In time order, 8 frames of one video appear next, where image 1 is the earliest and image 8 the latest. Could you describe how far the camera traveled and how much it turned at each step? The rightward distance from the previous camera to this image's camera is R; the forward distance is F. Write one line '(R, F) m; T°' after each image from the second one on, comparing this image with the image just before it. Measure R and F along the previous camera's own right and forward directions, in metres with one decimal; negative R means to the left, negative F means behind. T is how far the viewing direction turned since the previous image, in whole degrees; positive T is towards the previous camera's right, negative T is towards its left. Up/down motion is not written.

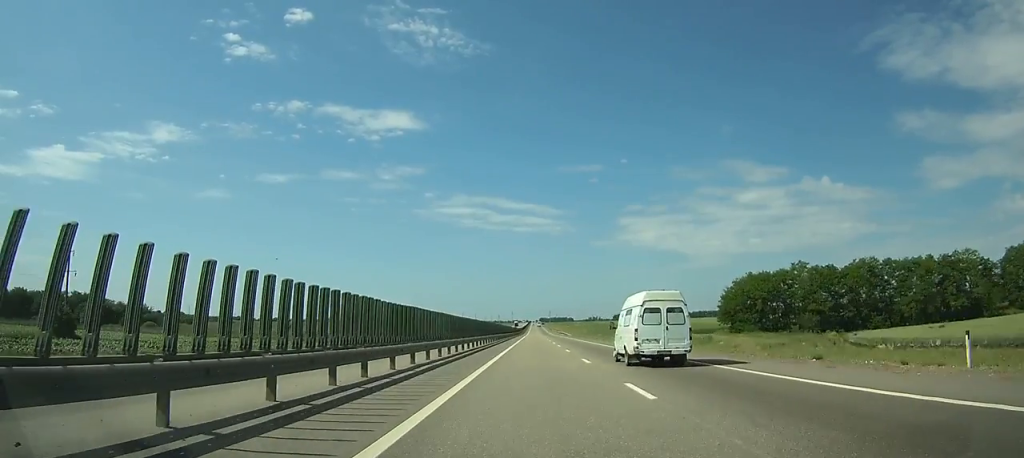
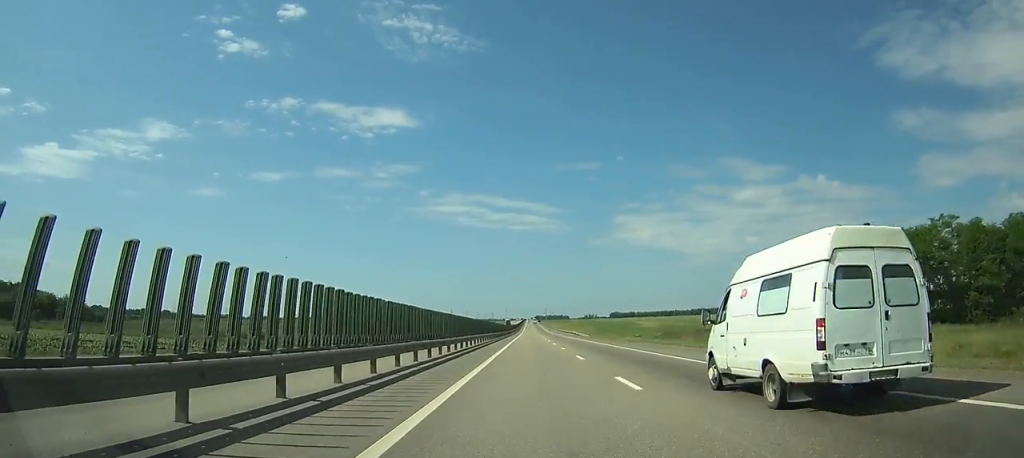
(+0.1, +47.1) m; 0°
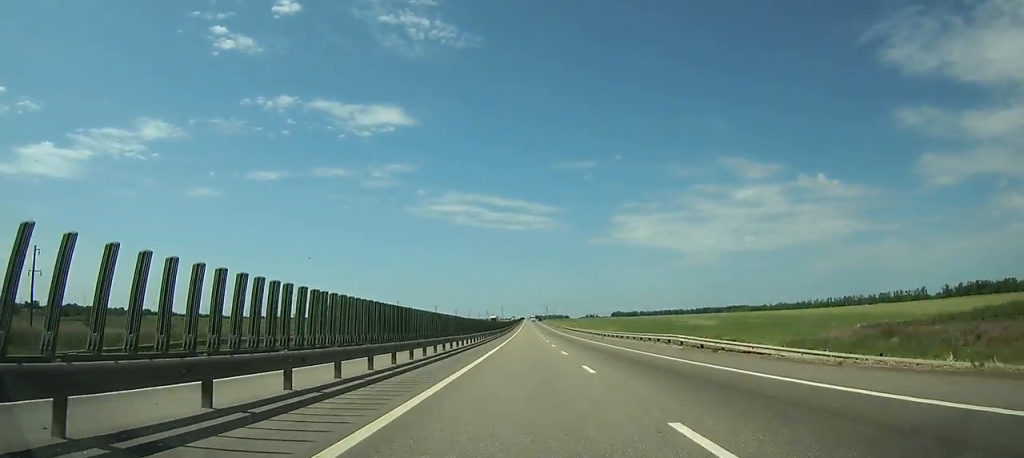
(+0.2, +78.3) m; 0°
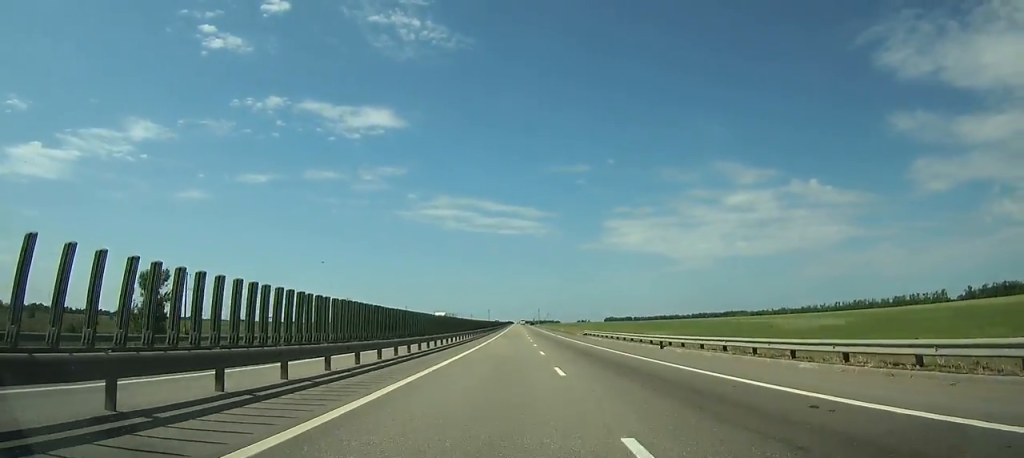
(+0.2, +71.0) m; 0°
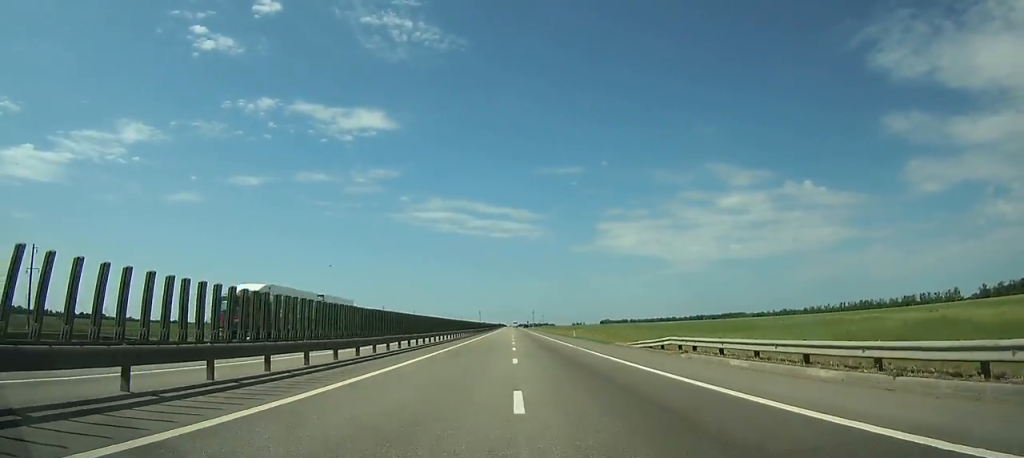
(+0.1, +40.0) m; 0°
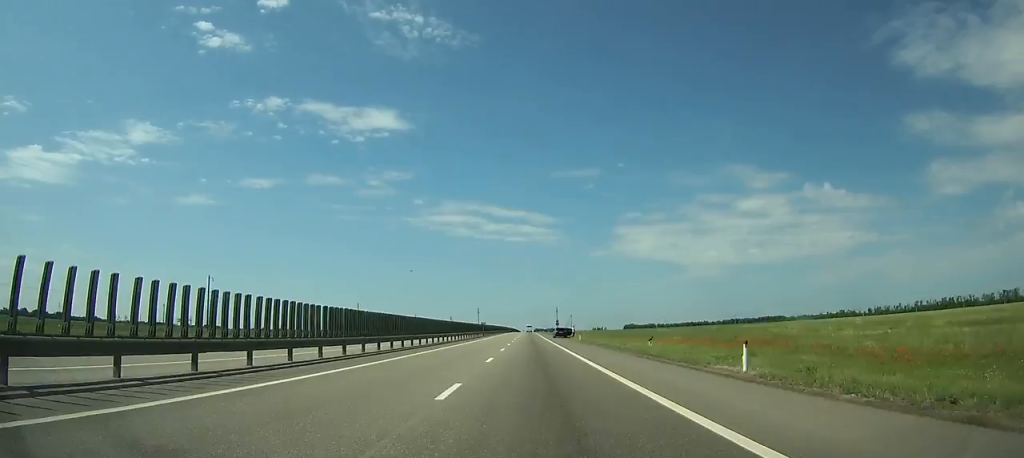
(-0.4, +192.5) m; 0°
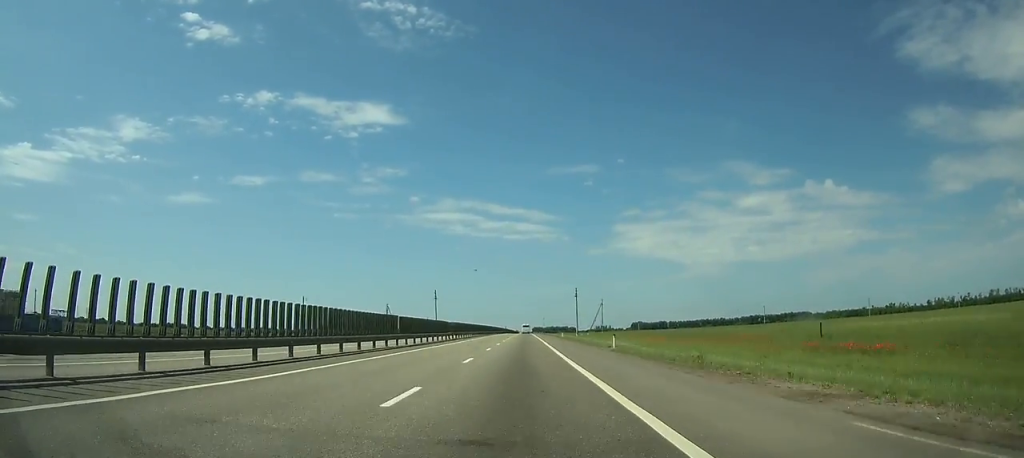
(-0.1, +183.9) m; 0°
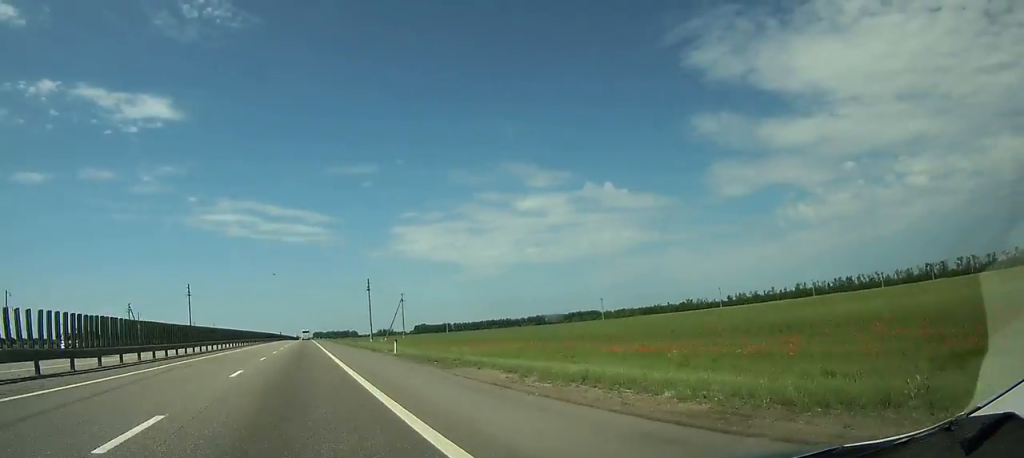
(-0.1, +49.9) m; 0°
